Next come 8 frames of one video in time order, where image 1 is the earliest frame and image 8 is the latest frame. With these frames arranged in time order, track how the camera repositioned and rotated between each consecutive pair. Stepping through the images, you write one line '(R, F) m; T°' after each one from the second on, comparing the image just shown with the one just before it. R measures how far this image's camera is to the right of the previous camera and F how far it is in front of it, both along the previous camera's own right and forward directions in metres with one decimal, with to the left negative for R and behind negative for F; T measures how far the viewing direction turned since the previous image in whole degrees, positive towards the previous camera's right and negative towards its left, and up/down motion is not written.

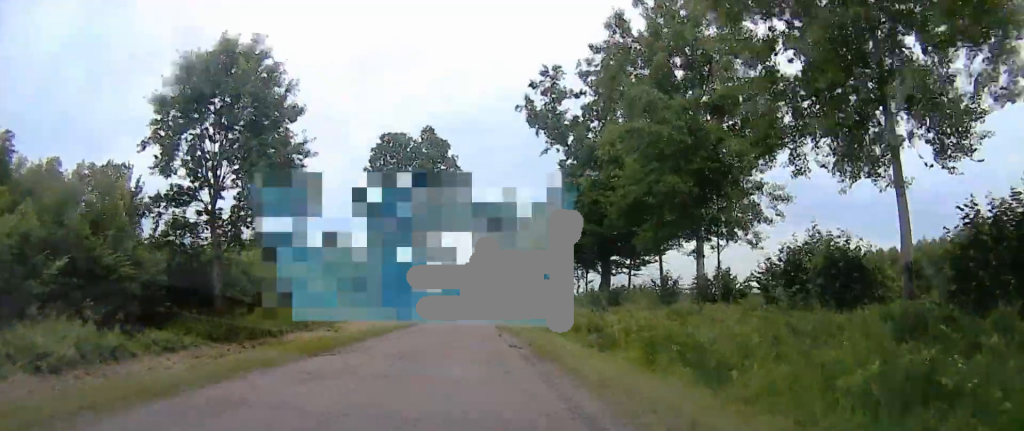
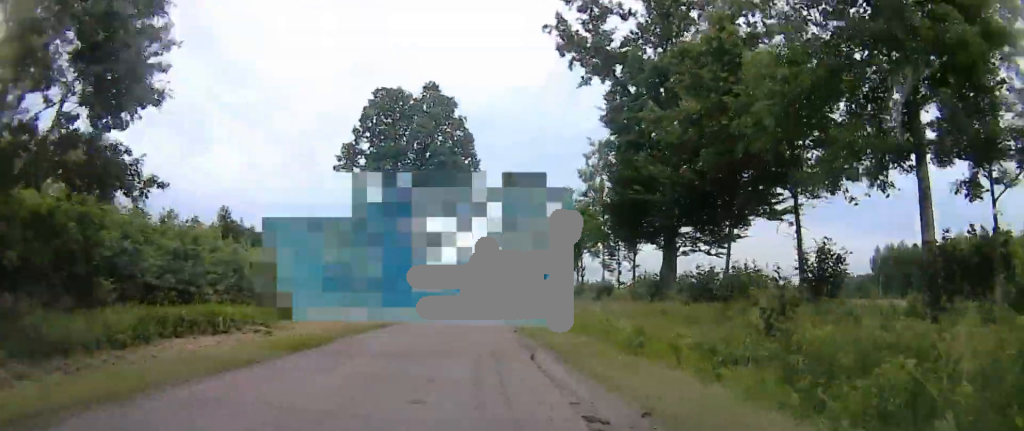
(-2.2, +13.7) m; -9°
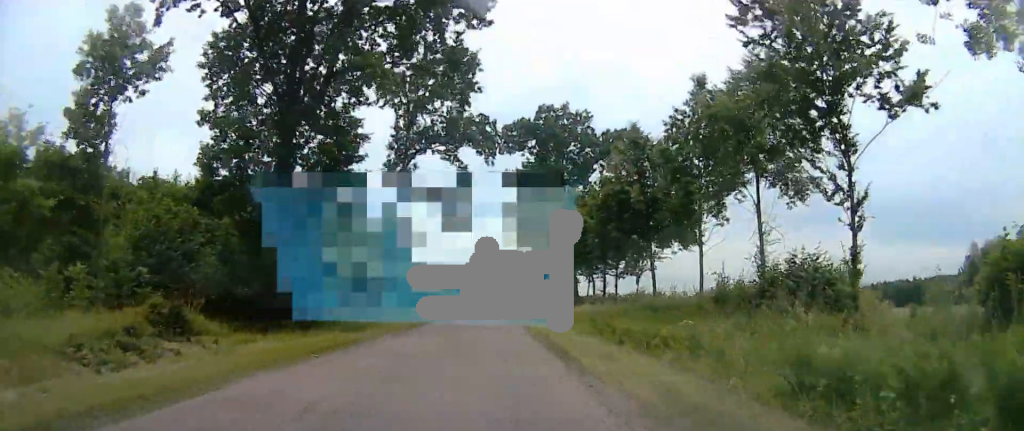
(-3.5, +41.7) m; +1°
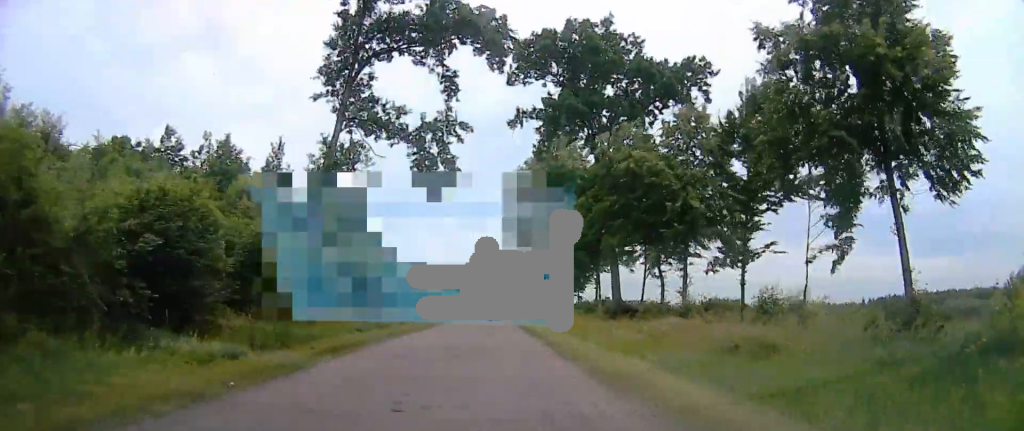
(+1.3, +23.5) m; +3°
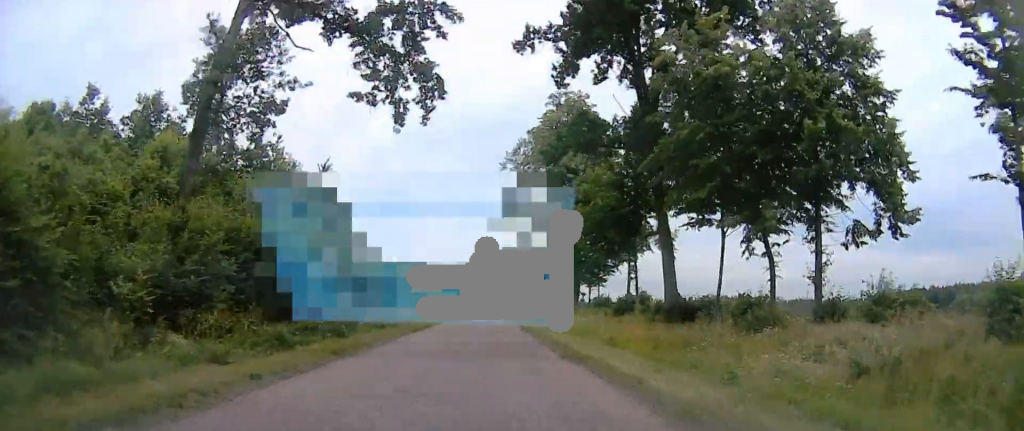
(0.0, +15.3) m; 0°
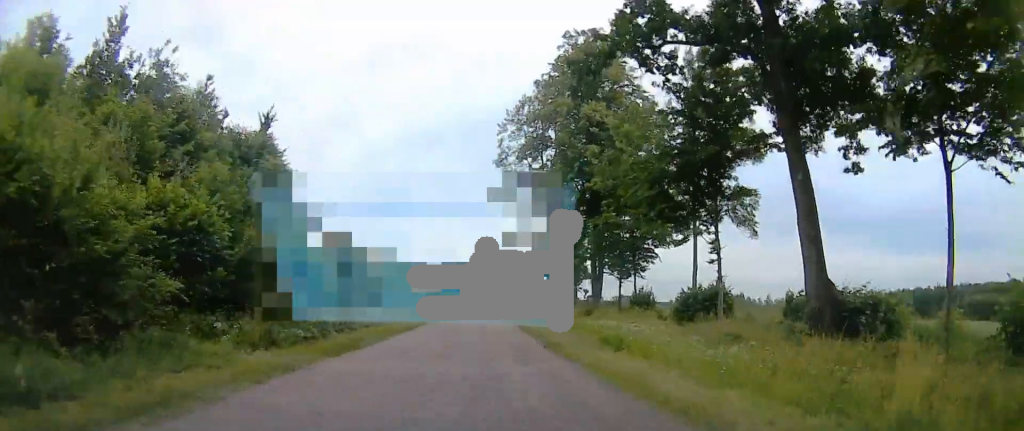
(-0.2, +17.3) m; 0°
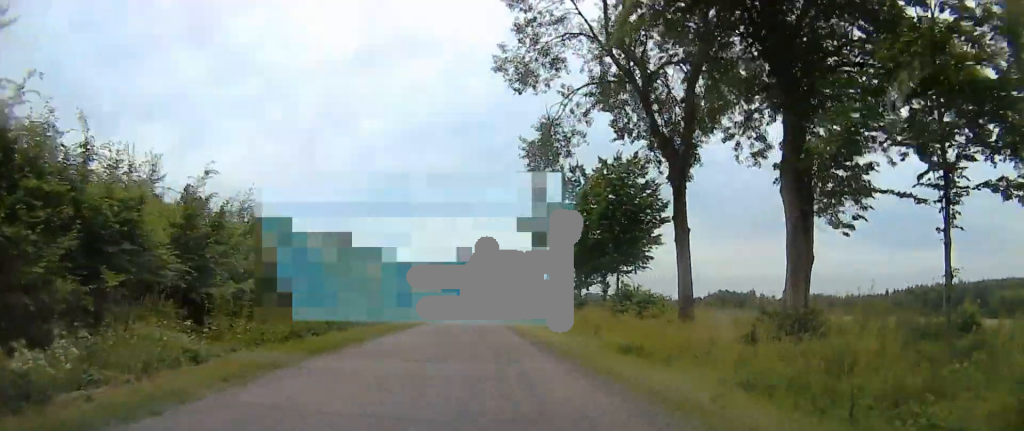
(+0.2, +38.8) m; -1°
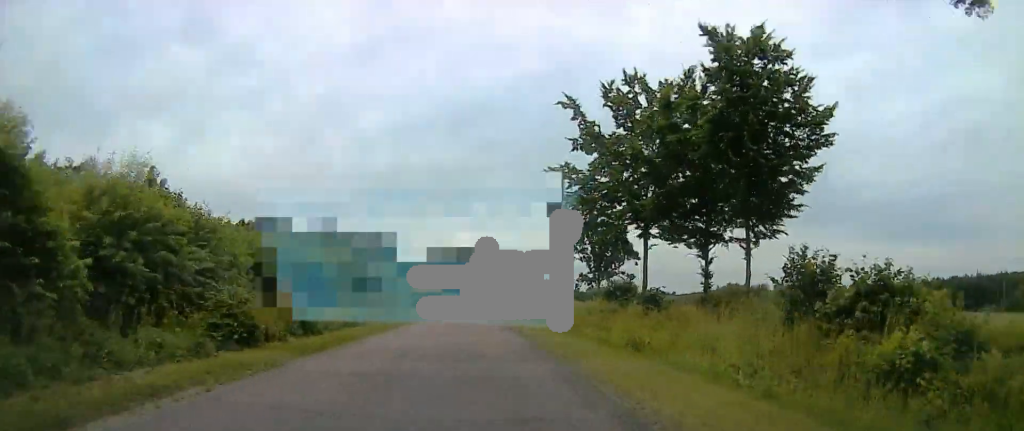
(-0.2, +21.9) m; -1°
